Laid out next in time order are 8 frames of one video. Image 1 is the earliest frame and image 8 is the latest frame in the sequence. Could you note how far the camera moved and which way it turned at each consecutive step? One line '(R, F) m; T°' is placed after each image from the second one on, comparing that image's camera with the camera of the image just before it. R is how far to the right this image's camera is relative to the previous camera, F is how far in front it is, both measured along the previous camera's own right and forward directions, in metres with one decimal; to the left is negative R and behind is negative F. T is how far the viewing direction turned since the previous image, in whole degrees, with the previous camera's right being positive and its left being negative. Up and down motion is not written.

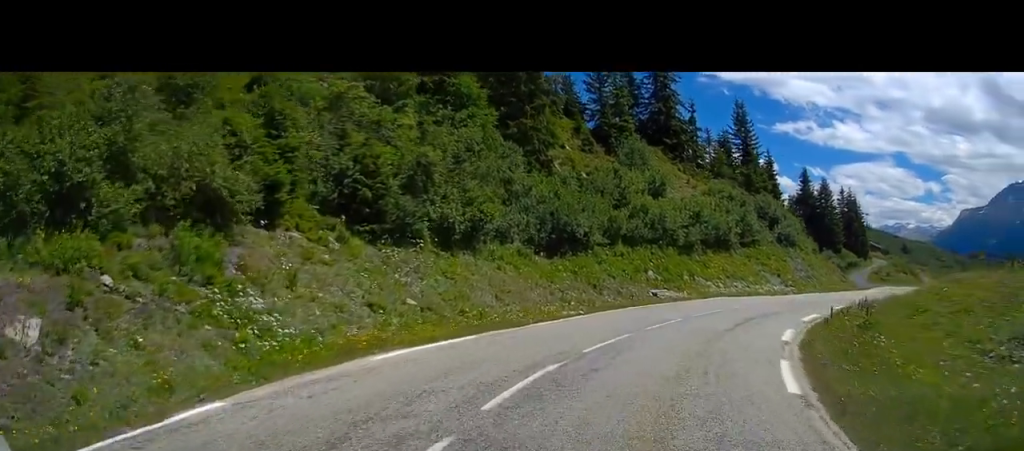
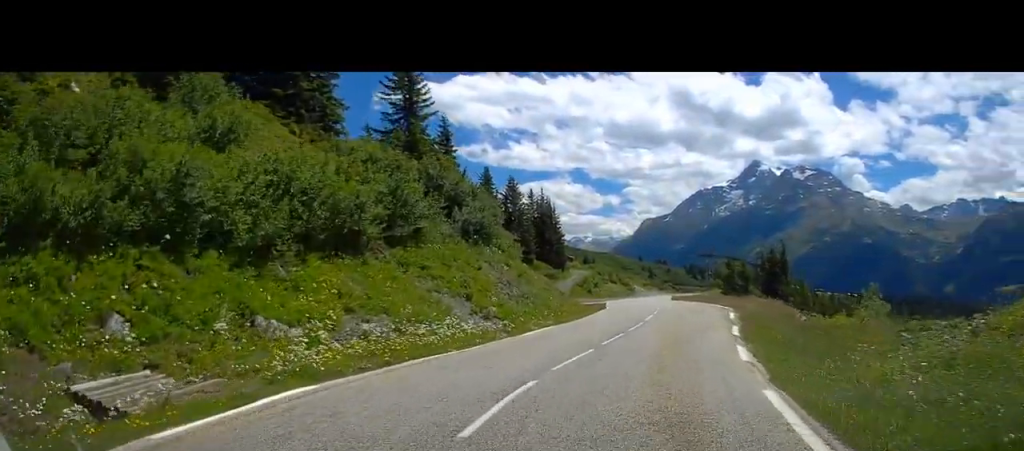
(+3.1, +21.2) m; +22°
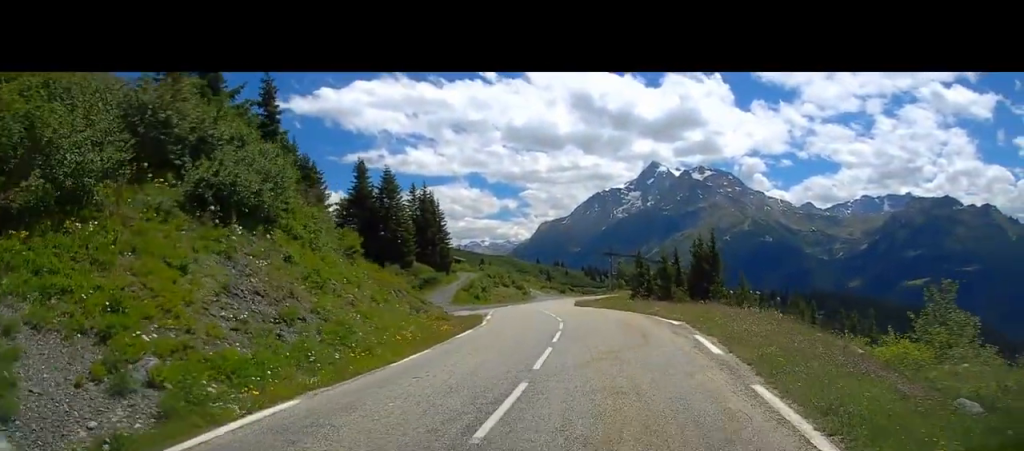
(+1.4, +12.5) m; +9°
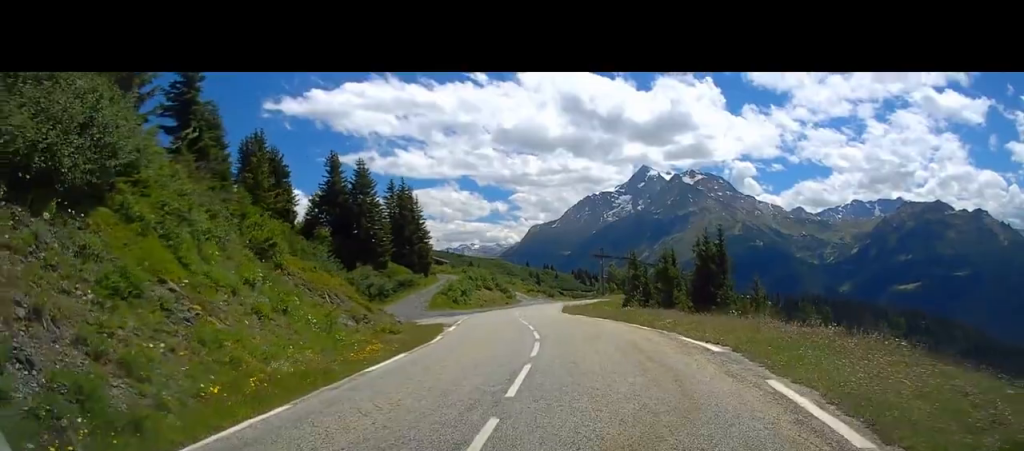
(+0.4, +6.8) m; +1°
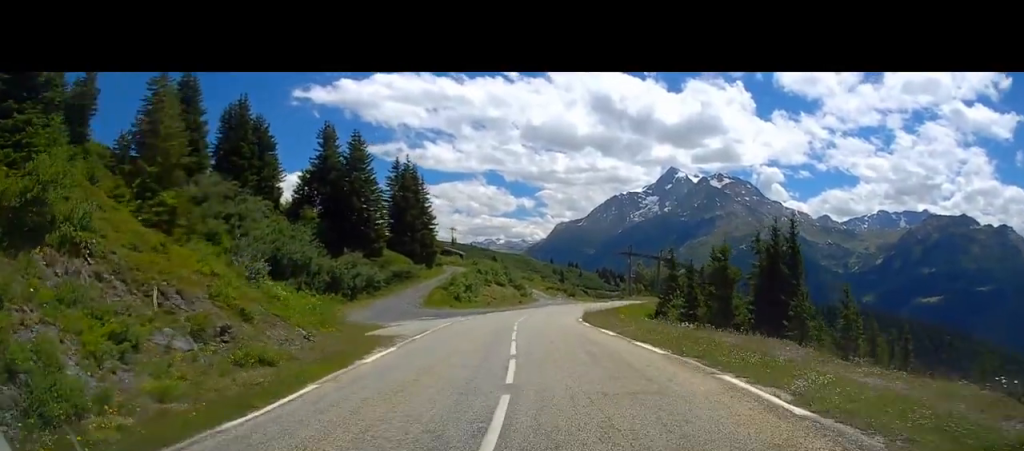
(-0.2, +11.8) m; -1°
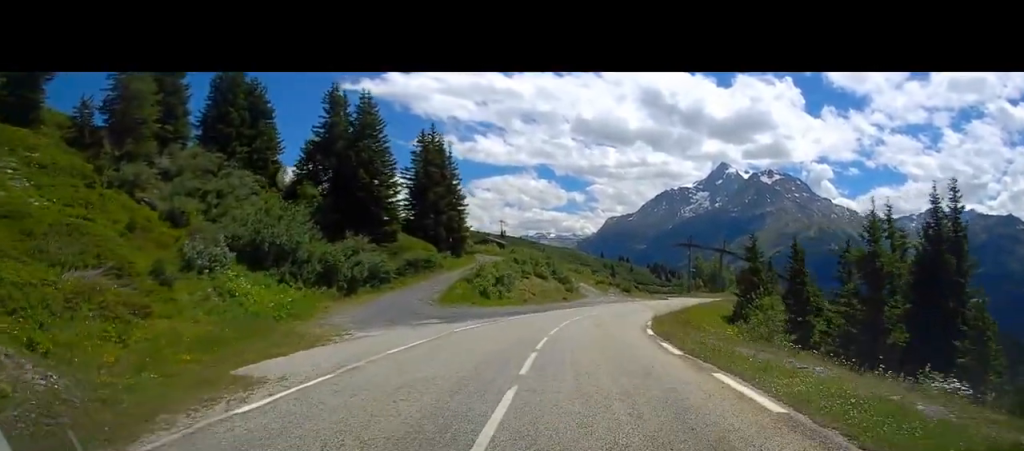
(-0.1, +13.2) m; -2°
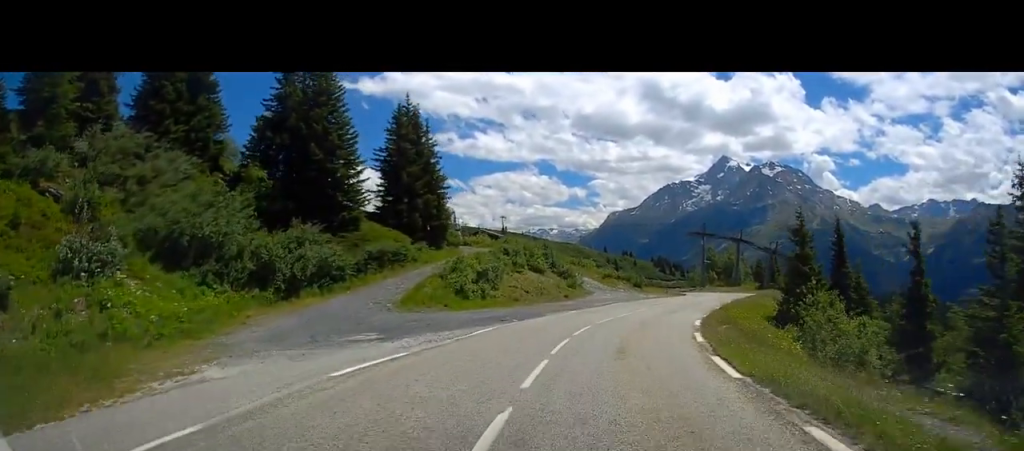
(-0.3, +10.8) m; 0°
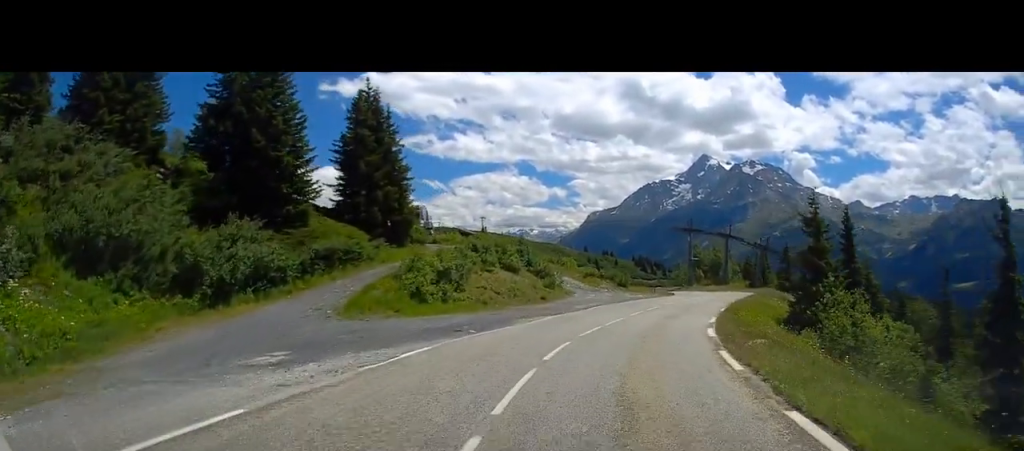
(+0.1, +5.9) m; +2°
